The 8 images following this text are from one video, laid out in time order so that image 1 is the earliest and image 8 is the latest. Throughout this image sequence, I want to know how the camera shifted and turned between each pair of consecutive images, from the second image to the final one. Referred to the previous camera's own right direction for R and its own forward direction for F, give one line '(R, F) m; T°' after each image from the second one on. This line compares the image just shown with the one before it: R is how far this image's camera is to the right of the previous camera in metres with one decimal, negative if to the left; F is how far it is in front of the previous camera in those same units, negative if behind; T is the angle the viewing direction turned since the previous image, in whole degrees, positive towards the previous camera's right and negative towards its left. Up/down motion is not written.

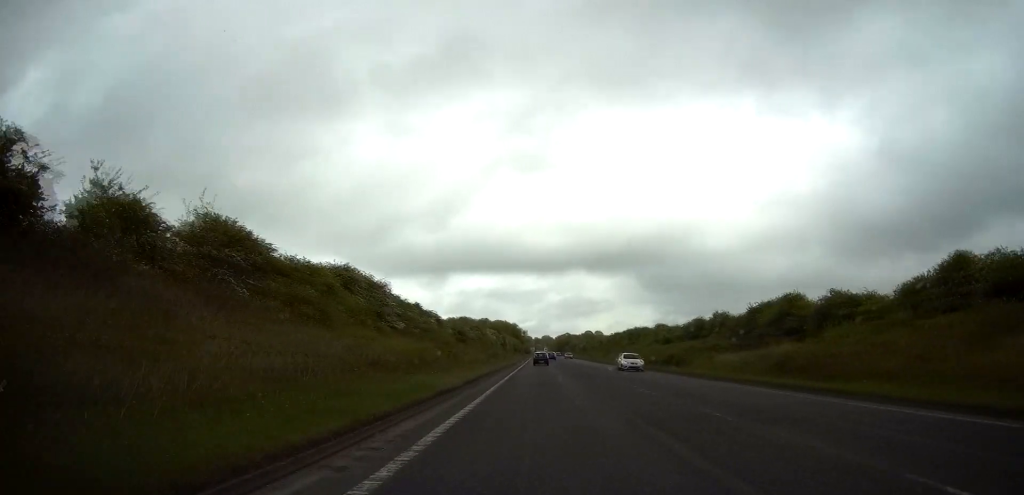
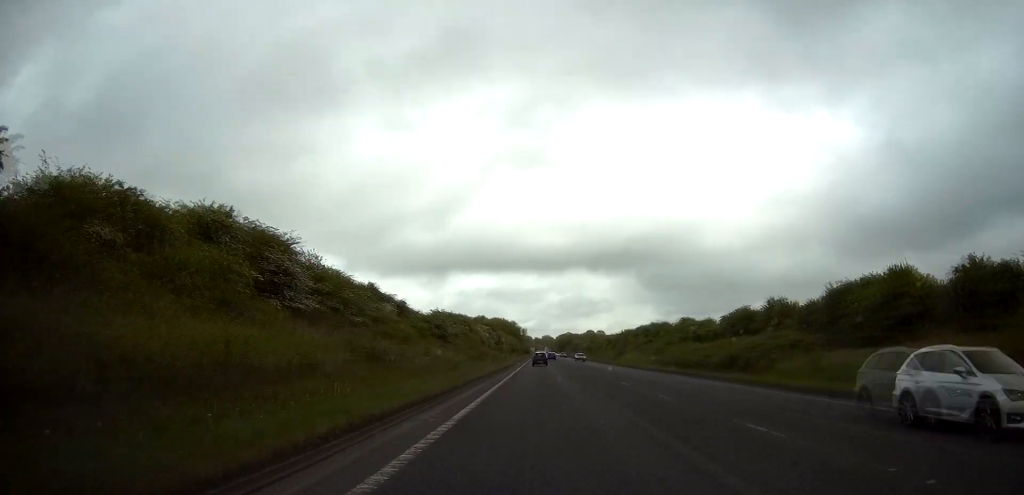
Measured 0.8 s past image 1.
(0.0, +20.1) m; 0°
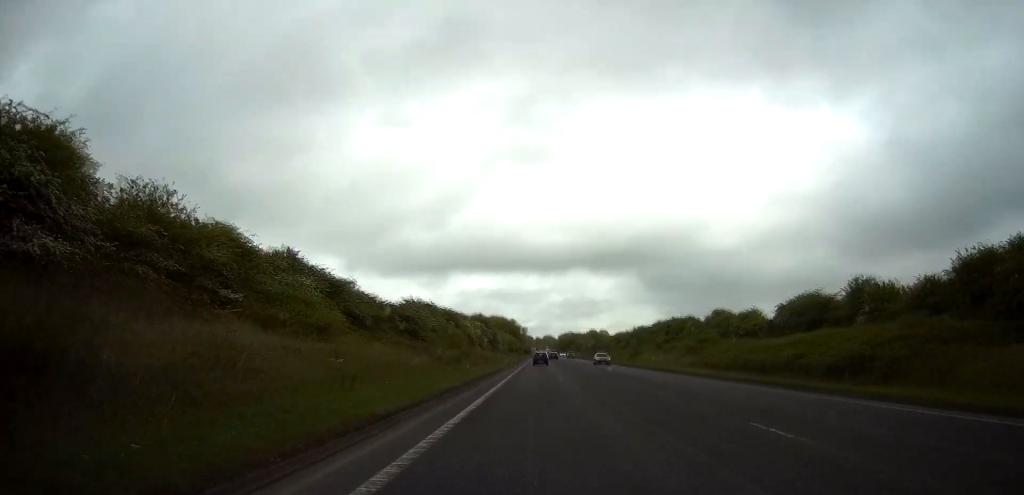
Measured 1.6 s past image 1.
(0.0, +18.3) m; 0°
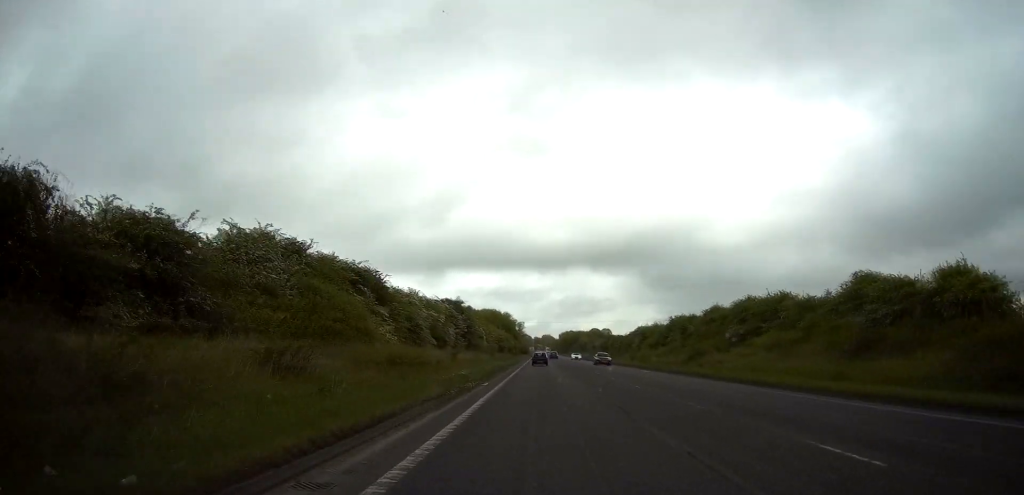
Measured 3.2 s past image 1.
(0.0, +38.1) m; 0°
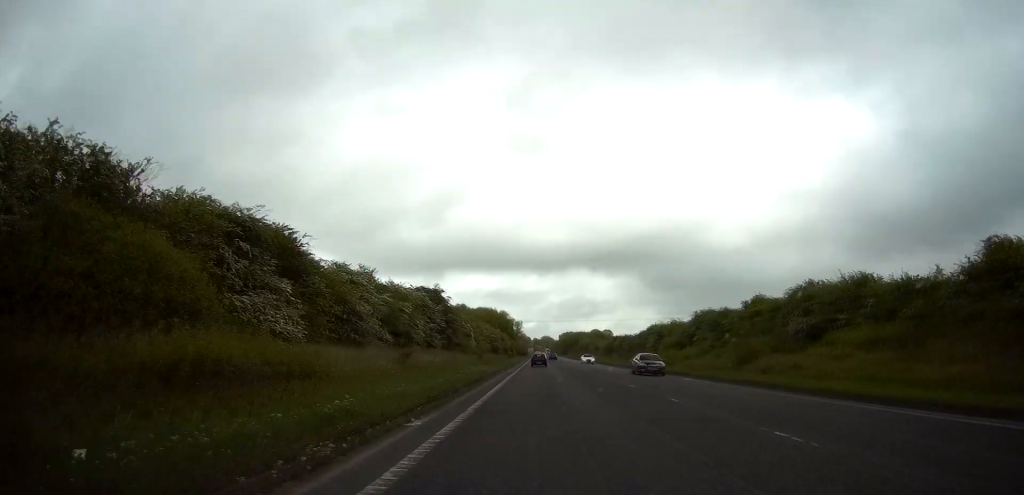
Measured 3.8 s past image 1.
(0.0, +15.8) m; 0°
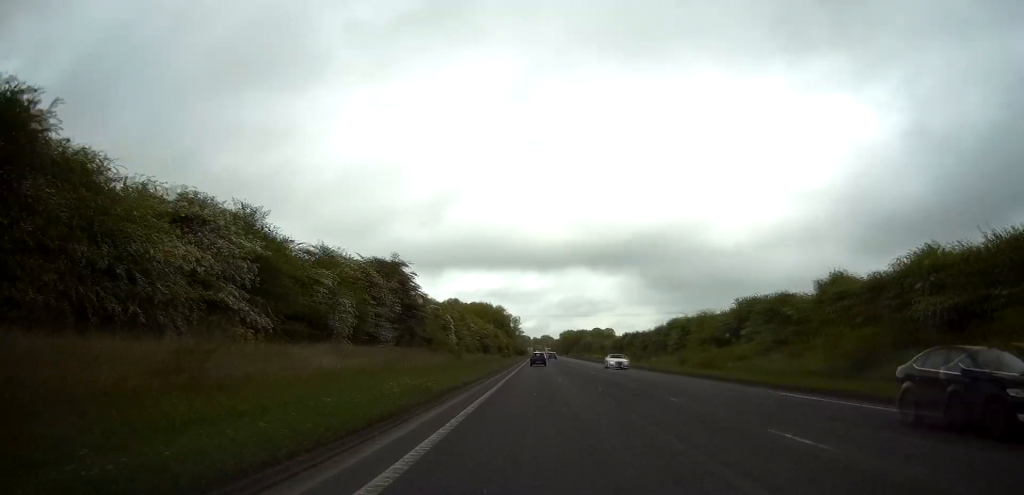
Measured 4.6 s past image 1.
(0.0, +17.6) m; 0°
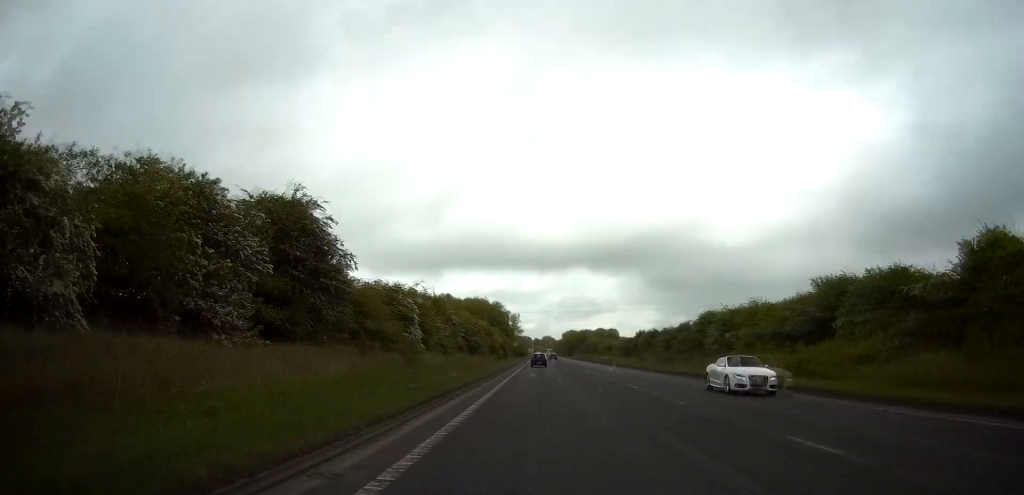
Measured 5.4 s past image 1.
(+0.1, +18.4) m; 0°
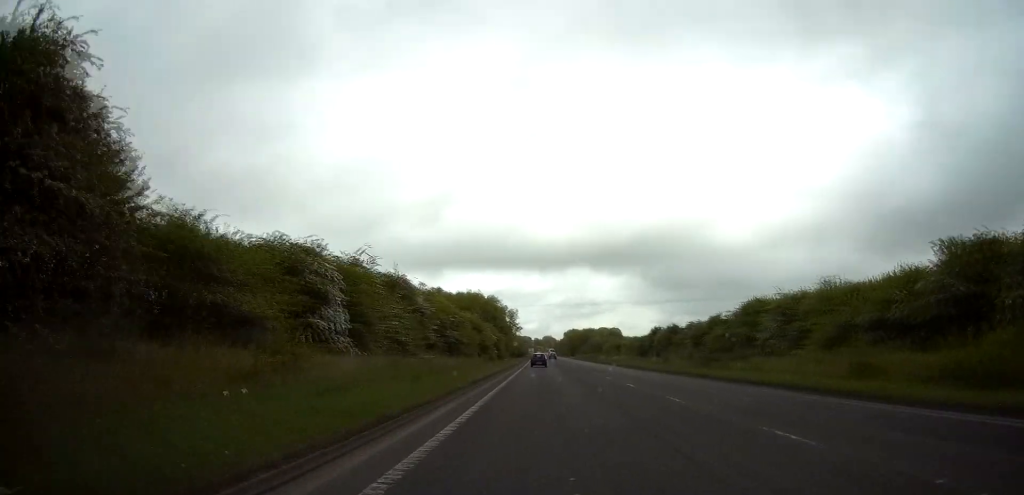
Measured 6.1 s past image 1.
(0.0, +16.3) m; 0°
